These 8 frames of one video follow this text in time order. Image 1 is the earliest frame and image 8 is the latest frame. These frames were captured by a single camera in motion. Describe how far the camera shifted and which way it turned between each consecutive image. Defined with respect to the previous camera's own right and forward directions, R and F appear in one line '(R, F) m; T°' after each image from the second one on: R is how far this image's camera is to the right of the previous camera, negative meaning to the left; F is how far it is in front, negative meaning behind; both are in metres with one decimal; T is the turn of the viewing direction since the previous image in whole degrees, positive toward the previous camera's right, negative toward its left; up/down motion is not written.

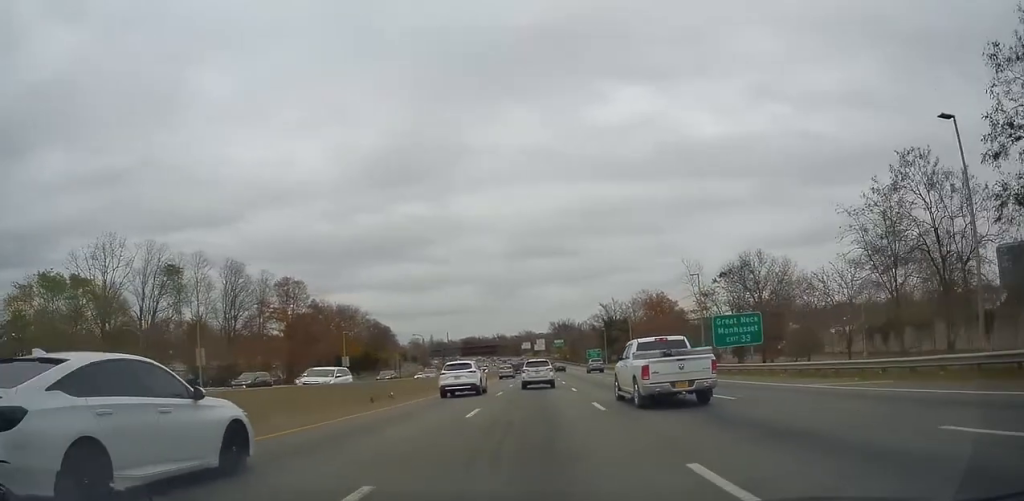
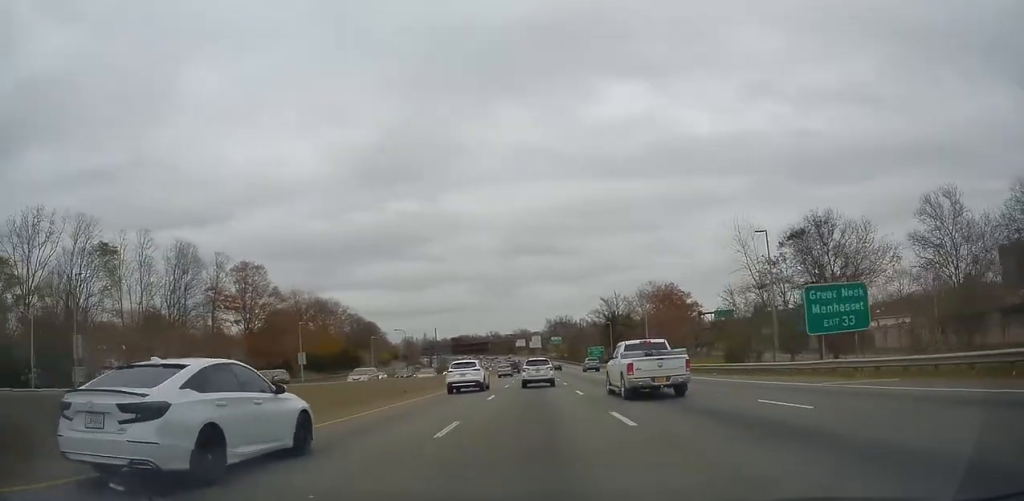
(+0.3, +16.1) m; +1°
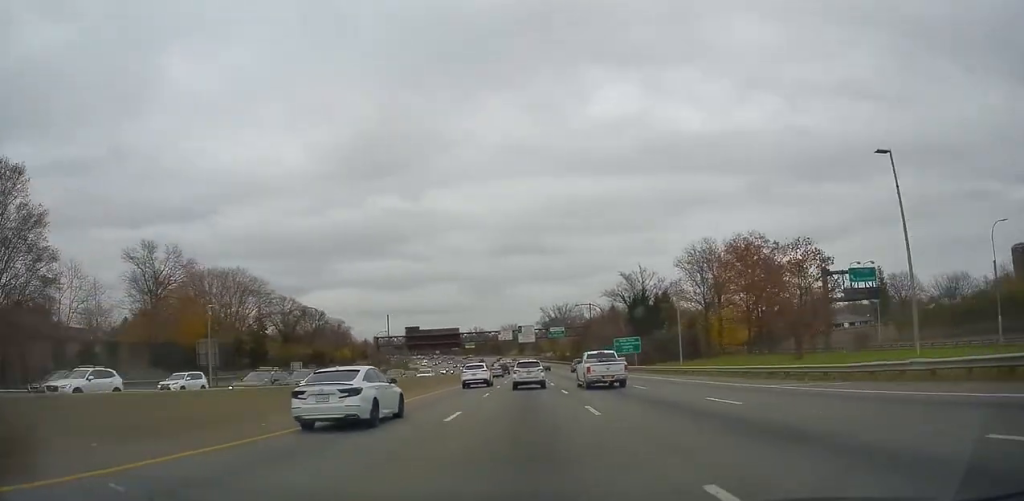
(+0.1, +56.2) m; +1°
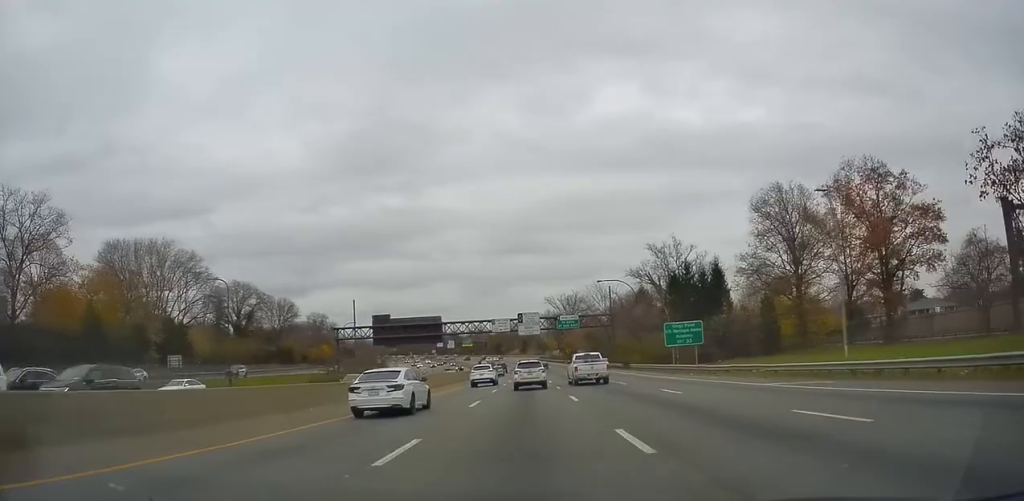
(+0.5, +30.2) m; +1°
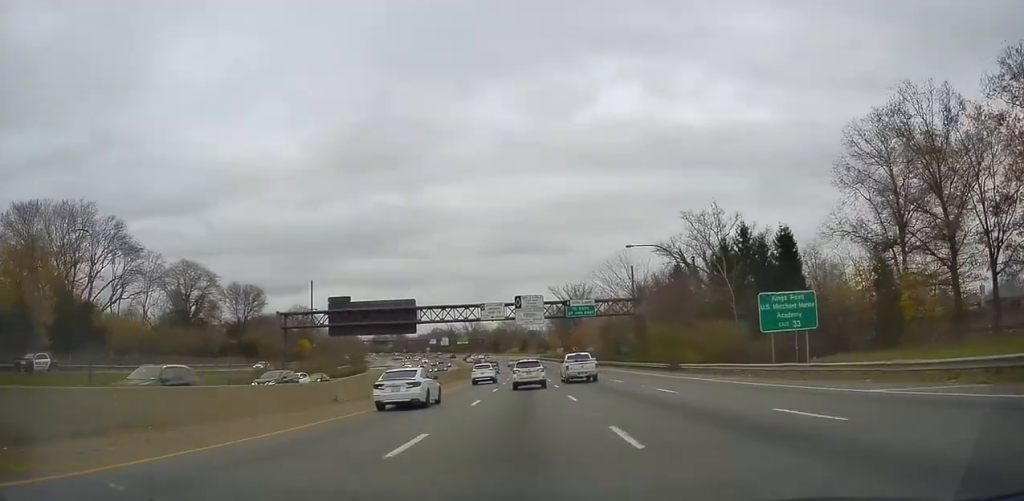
(-0.2, +23.1) m; 0°
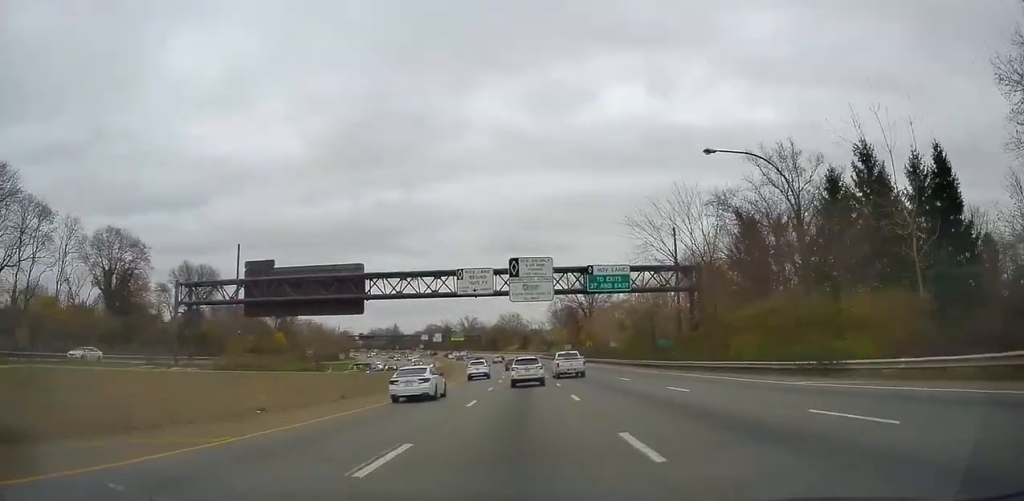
(+0.2, +25.1) m; 0°
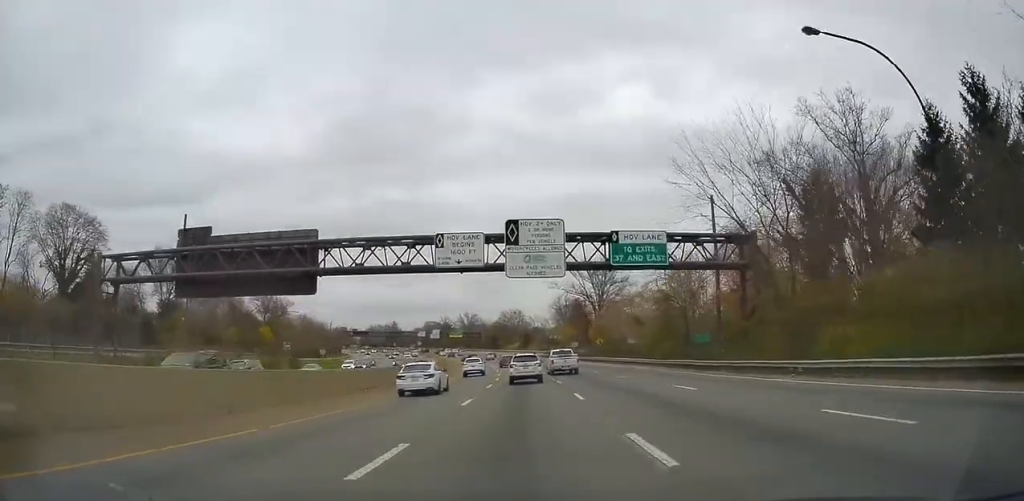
(+0.2, +12.6) m; 0°
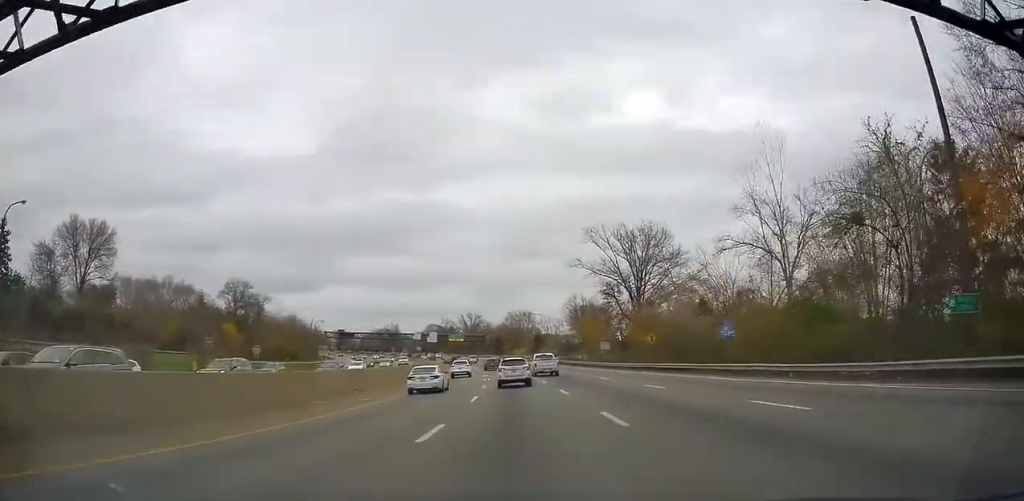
(-0.5, +31.4) m; -1°
